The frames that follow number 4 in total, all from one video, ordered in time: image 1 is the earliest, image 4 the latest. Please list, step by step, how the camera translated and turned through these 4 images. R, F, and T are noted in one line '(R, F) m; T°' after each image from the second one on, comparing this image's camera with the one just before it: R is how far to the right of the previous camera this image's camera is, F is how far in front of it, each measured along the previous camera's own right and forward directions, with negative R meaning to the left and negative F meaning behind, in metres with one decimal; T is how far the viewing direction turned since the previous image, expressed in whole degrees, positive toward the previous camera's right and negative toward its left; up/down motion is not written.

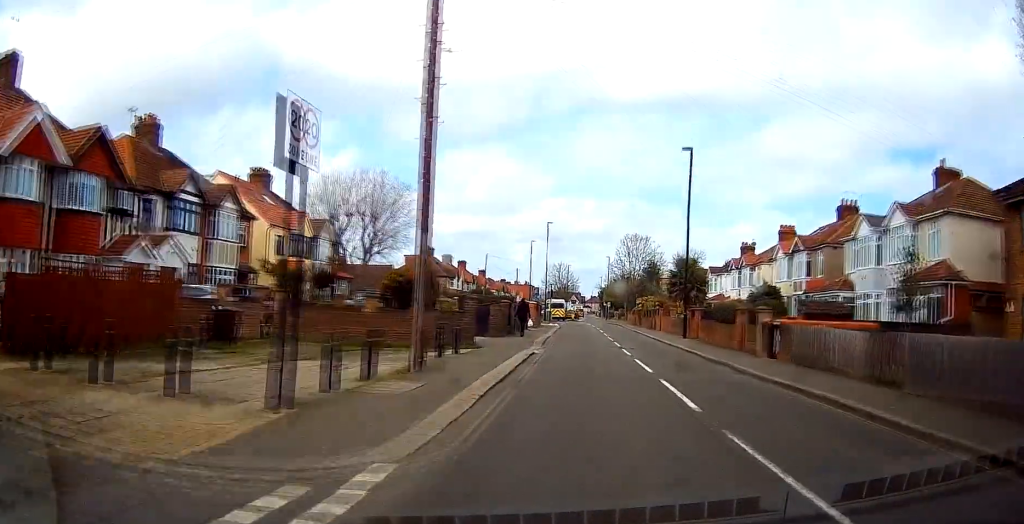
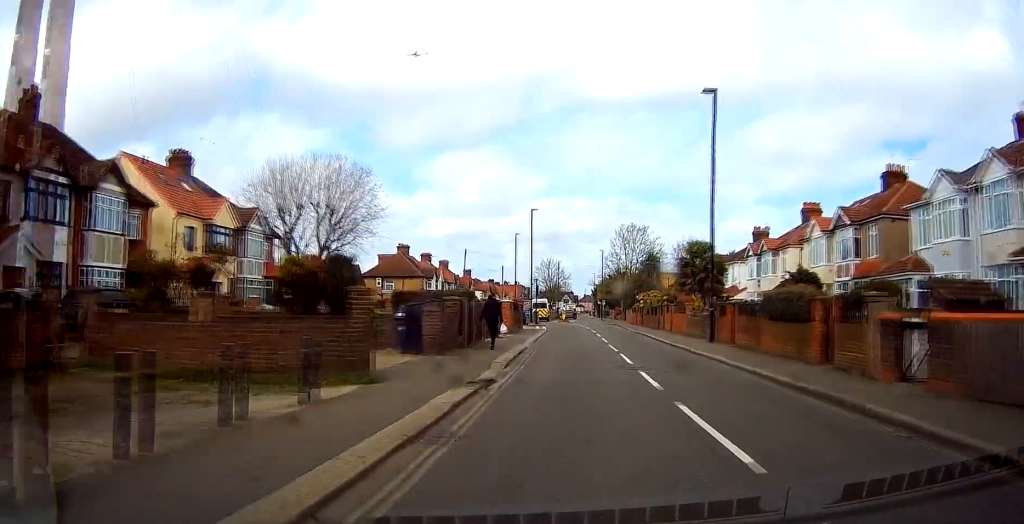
(0.0, +9.5) m; 0°
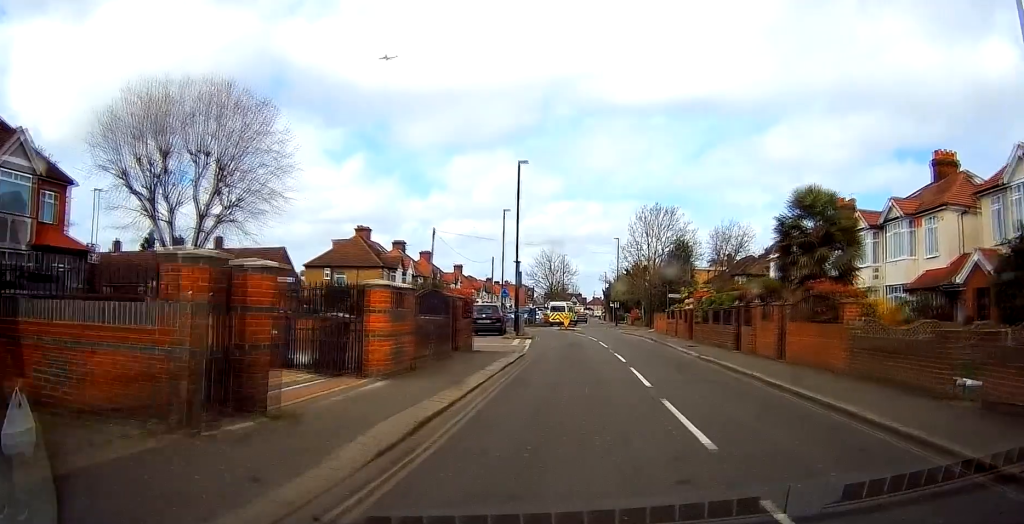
(+0.2, +21.0) m; +1°
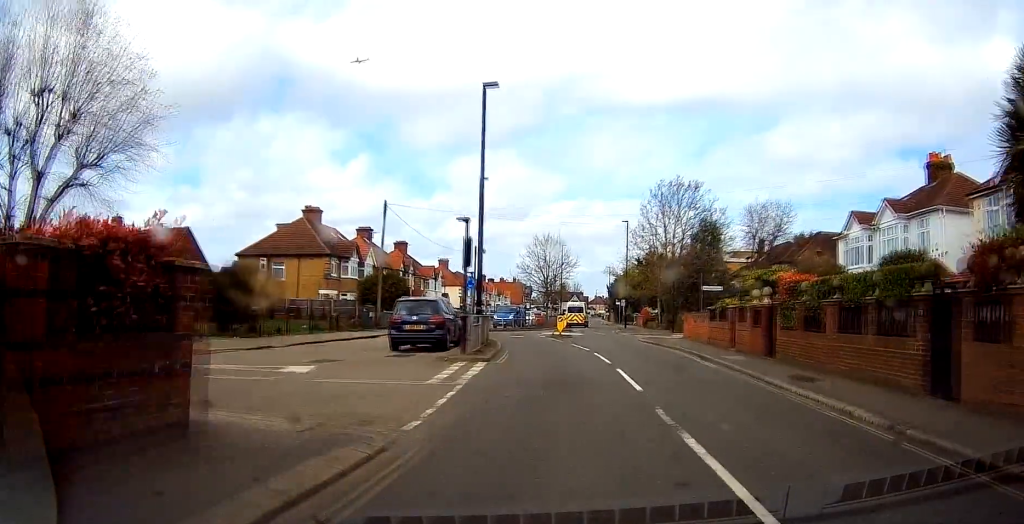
(-0.3, +14.2) m; -4°
